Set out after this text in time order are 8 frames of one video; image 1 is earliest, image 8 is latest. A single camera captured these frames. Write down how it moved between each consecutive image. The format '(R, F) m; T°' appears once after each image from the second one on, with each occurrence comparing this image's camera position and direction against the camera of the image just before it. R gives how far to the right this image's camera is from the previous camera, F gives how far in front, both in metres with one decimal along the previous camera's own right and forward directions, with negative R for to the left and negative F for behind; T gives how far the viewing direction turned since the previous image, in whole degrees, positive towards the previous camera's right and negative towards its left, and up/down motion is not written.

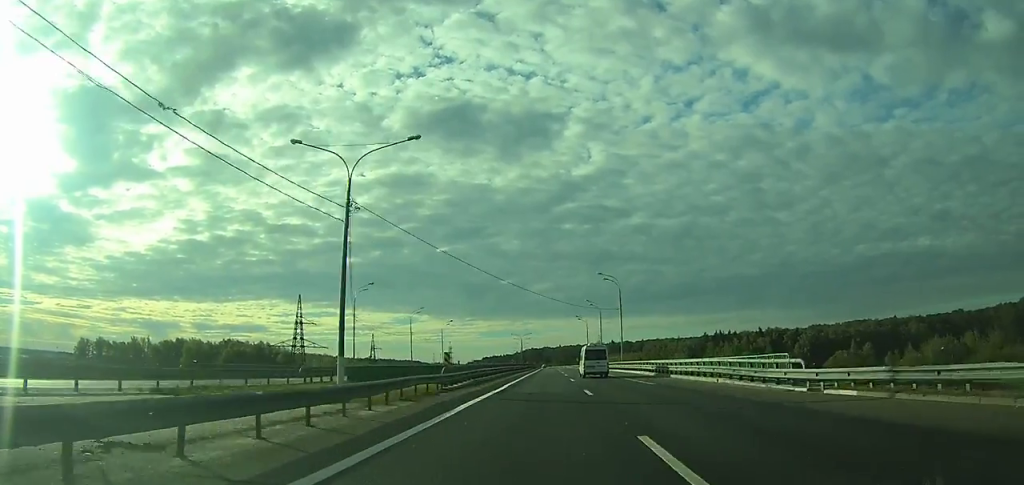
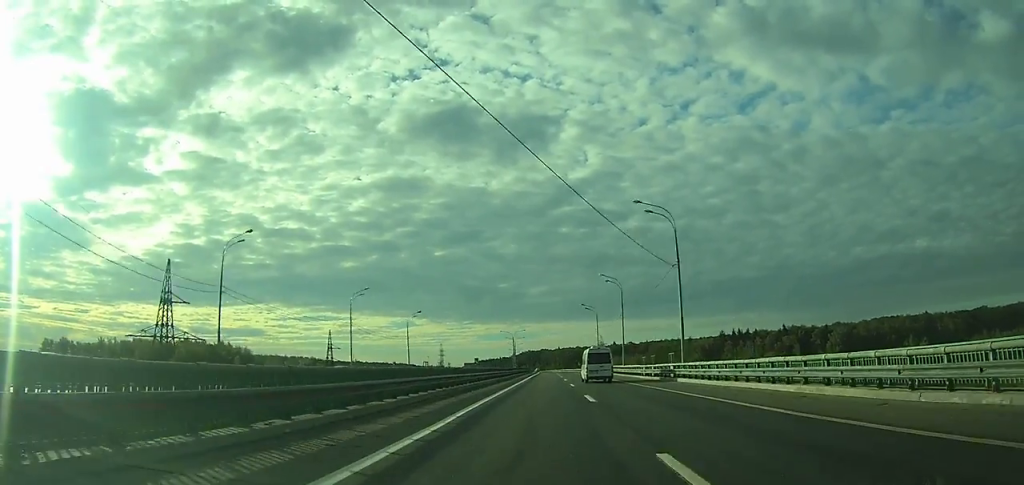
(+0.1, +32.5) m; 0°
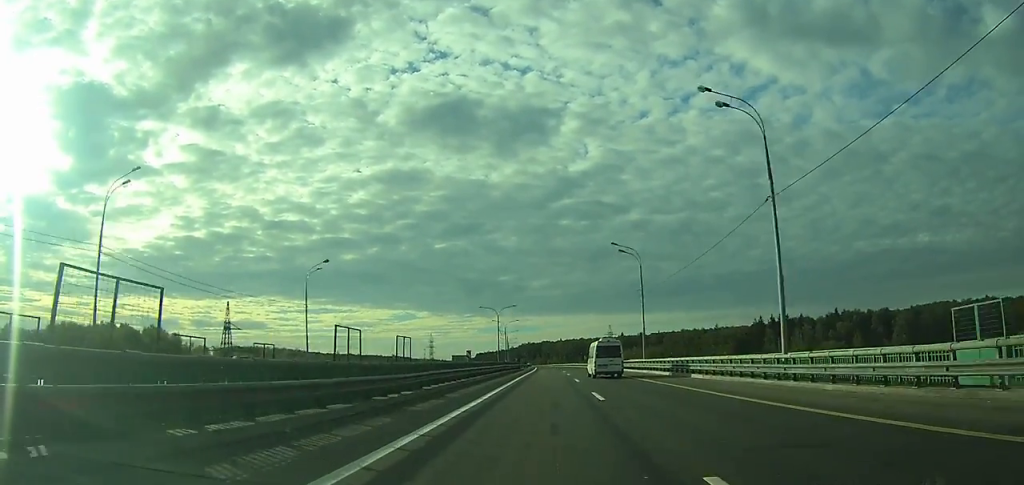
(+0.2, +48.0) m; 0°
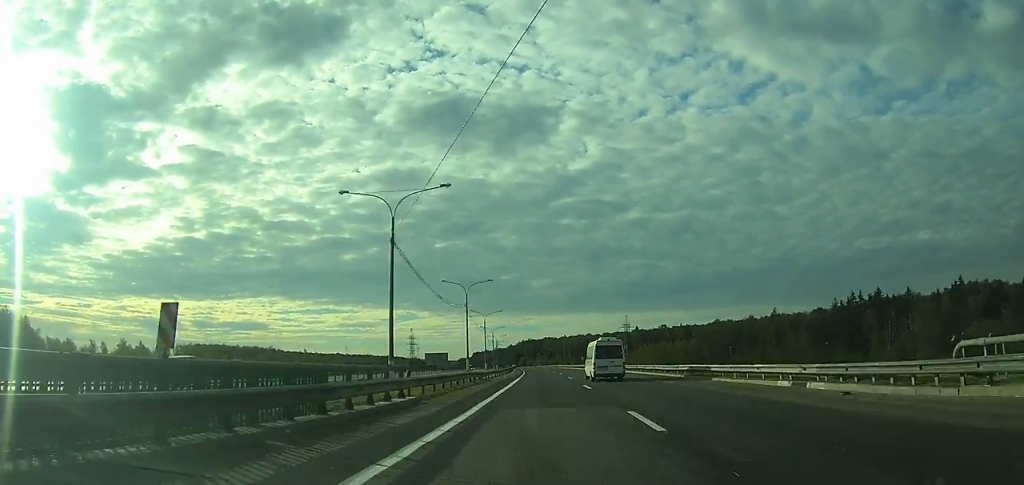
(+0.1, +75.1) m; 0°
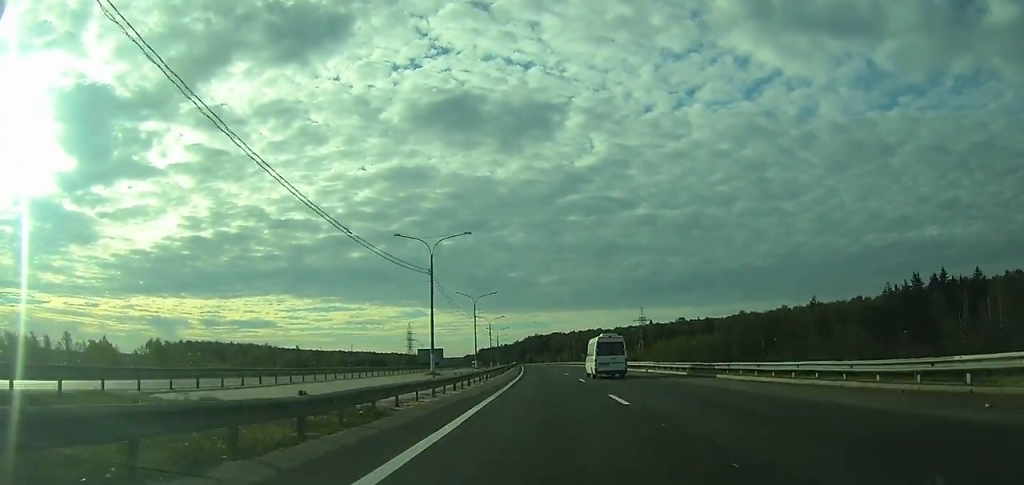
(-0.2, +28.6) m; -1°
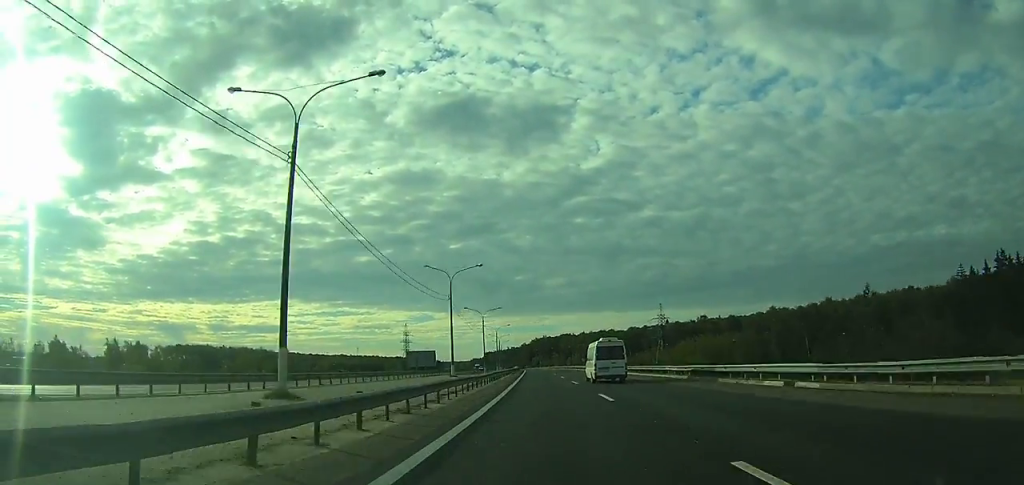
(0.0, +30.2) m; -1°
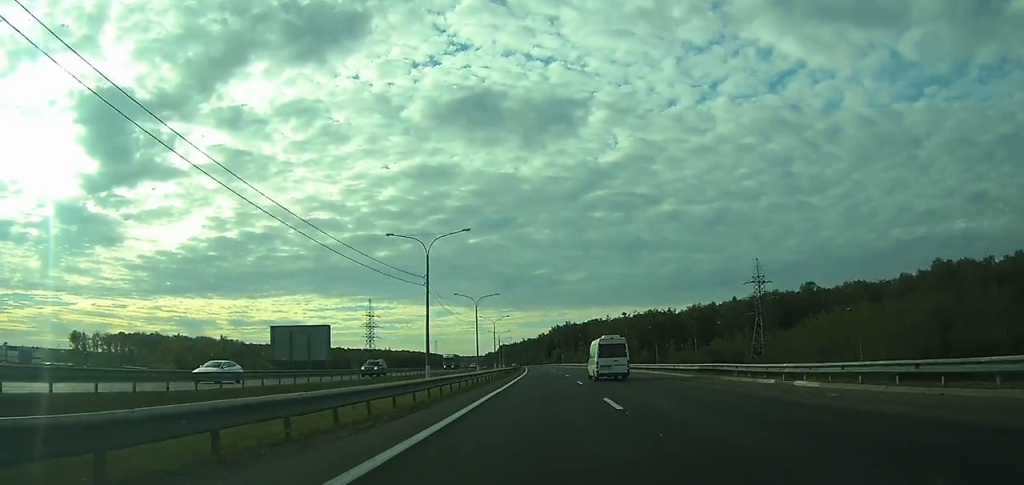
(-2.3, +108.3) m; -2°
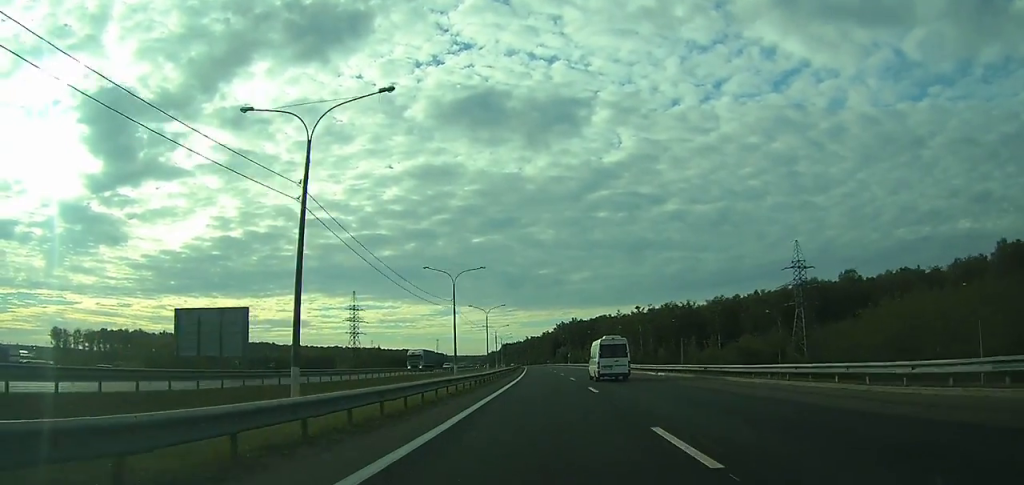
(-0.2, +24.5) m; -1°
